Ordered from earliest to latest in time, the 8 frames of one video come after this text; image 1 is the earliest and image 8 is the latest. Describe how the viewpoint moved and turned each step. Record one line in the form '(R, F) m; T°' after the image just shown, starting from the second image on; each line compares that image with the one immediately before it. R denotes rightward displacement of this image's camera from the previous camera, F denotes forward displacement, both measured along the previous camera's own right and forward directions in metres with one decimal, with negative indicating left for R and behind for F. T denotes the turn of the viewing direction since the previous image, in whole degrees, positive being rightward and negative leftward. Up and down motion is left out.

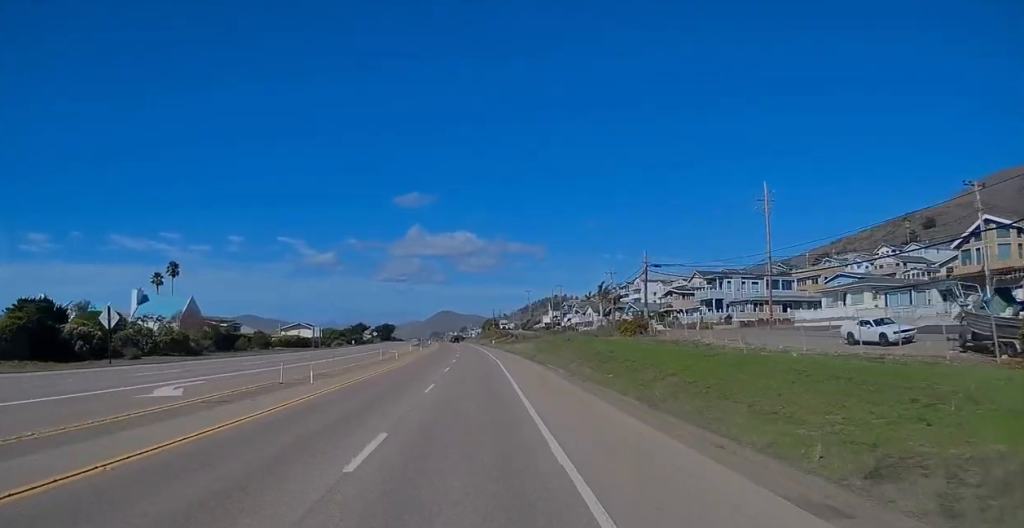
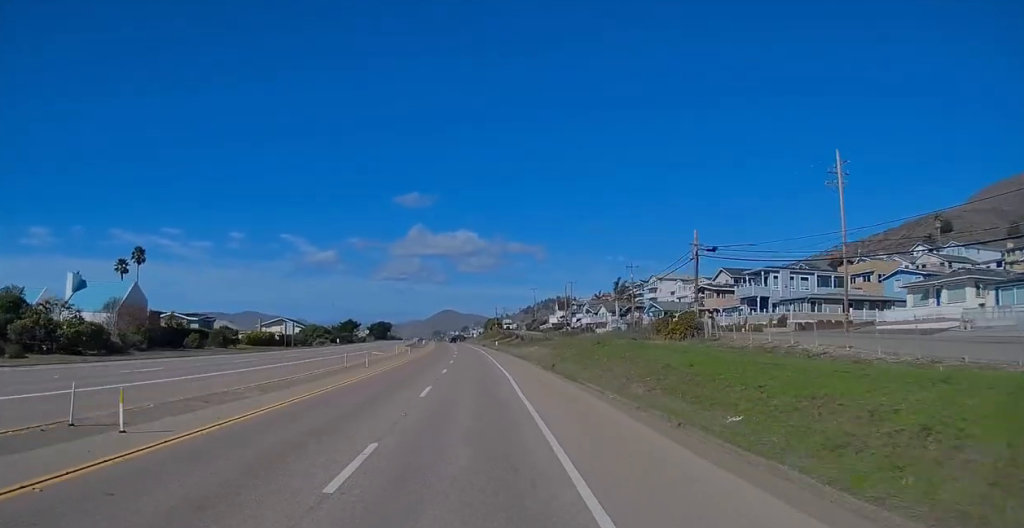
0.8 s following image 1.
(0.0, +16.1) m; +1°
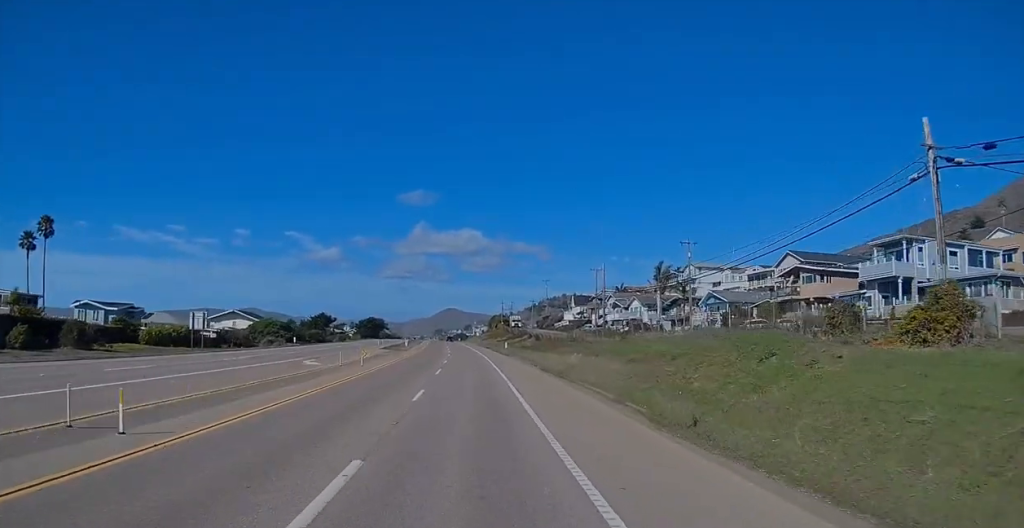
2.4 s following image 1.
(+0.2, +32.1) m; 0°
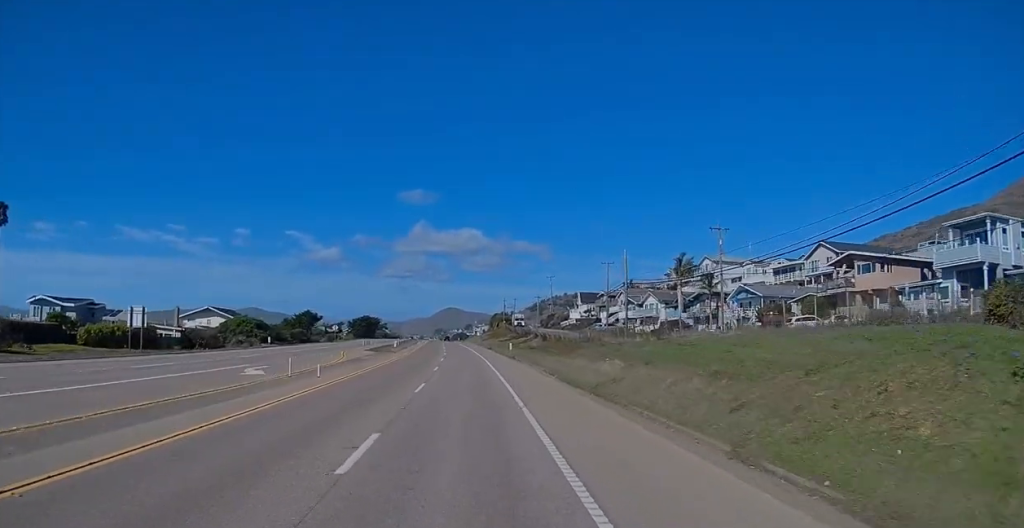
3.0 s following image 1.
(-0.1, +11.2) m; 0°
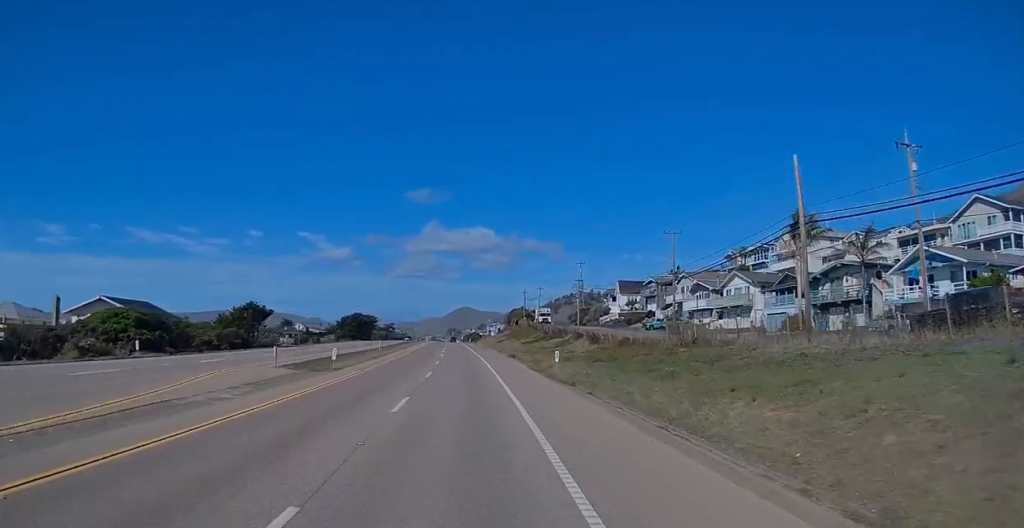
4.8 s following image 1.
(-0.3, +35.0) m; -1°
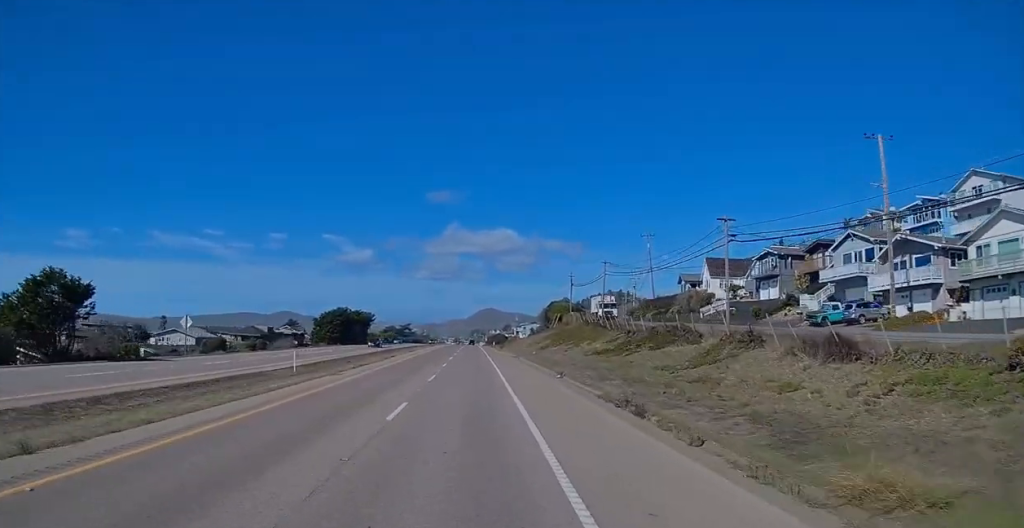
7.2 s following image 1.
(-1.0, +46.8) m; -1°
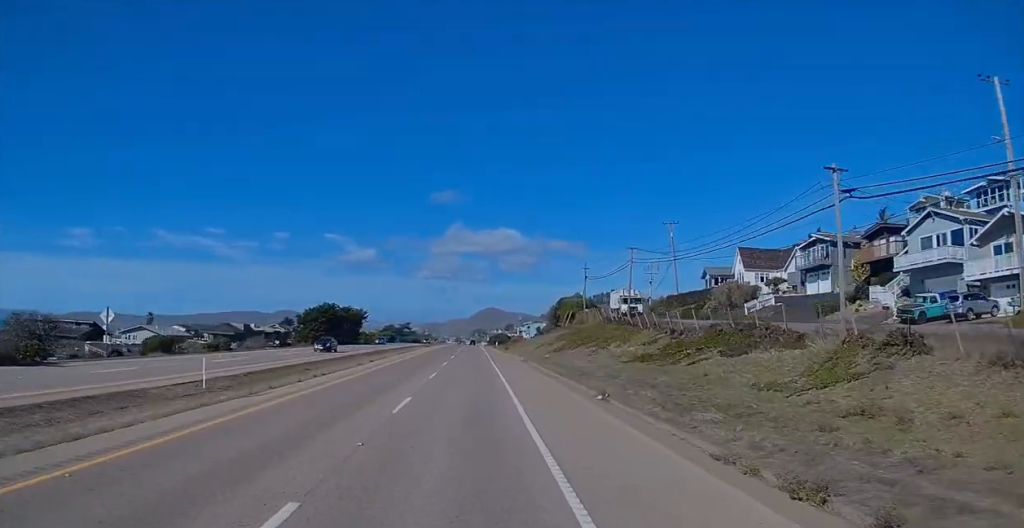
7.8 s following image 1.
(+0.2, +12.8) m; 0°
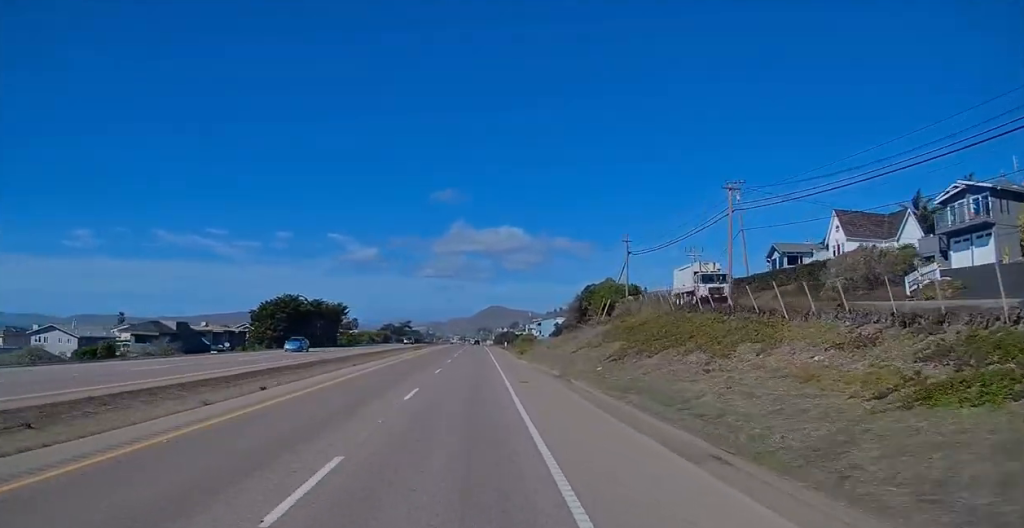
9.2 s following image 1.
(-0.3, +25.1) m; 0°
